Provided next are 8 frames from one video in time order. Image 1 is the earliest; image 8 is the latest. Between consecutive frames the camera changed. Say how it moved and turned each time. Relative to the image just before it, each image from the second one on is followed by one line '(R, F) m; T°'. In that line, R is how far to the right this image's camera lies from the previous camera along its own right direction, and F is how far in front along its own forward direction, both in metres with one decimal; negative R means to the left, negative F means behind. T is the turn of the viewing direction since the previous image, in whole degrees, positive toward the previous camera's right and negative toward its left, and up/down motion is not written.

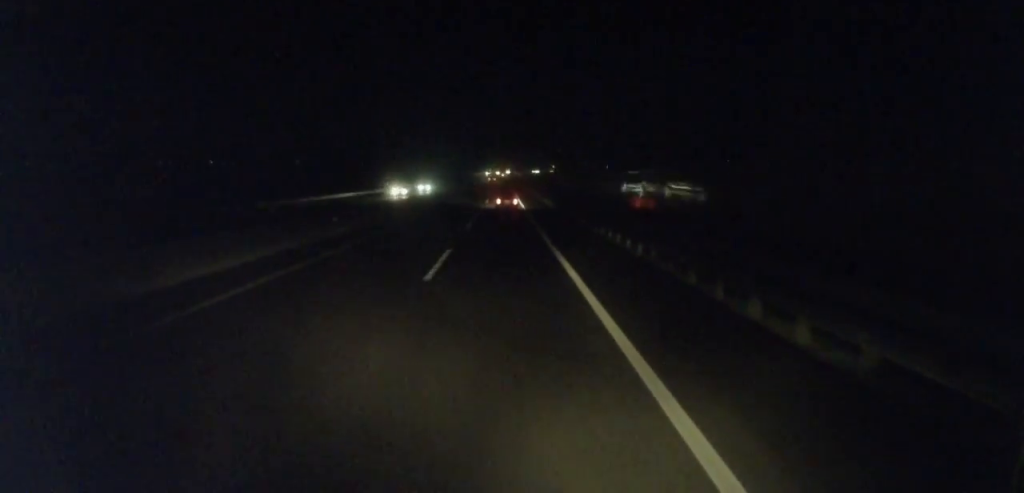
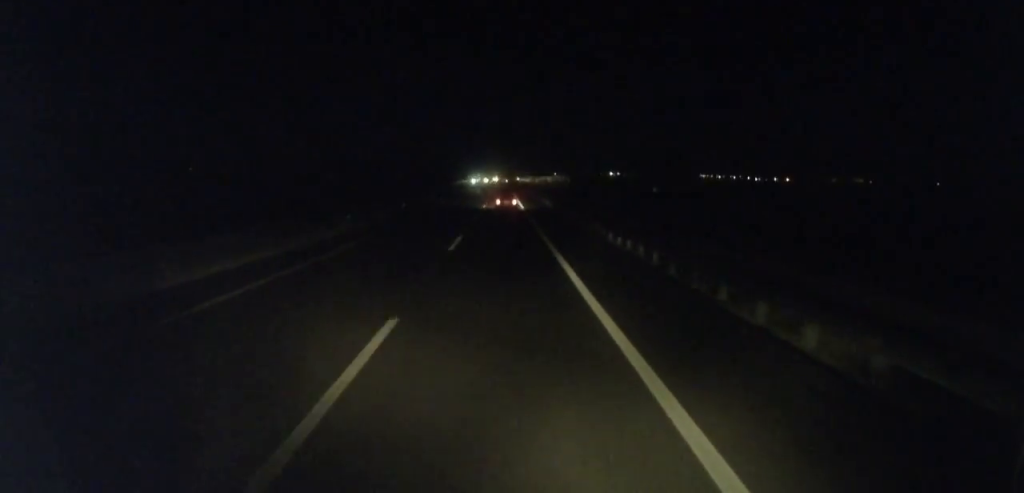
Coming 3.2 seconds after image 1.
(+0.5, +78.1) m; +1°
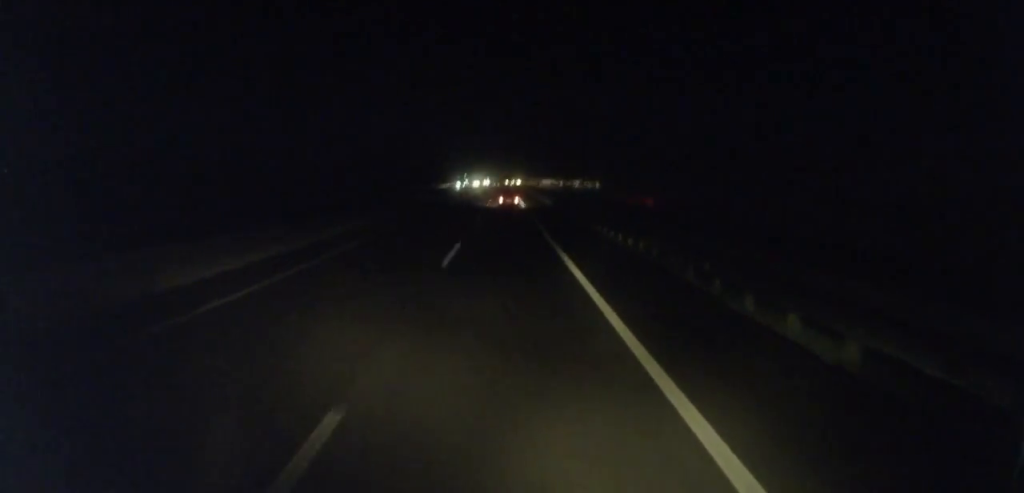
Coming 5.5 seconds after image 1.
(0.0, +54.9) m; +1°
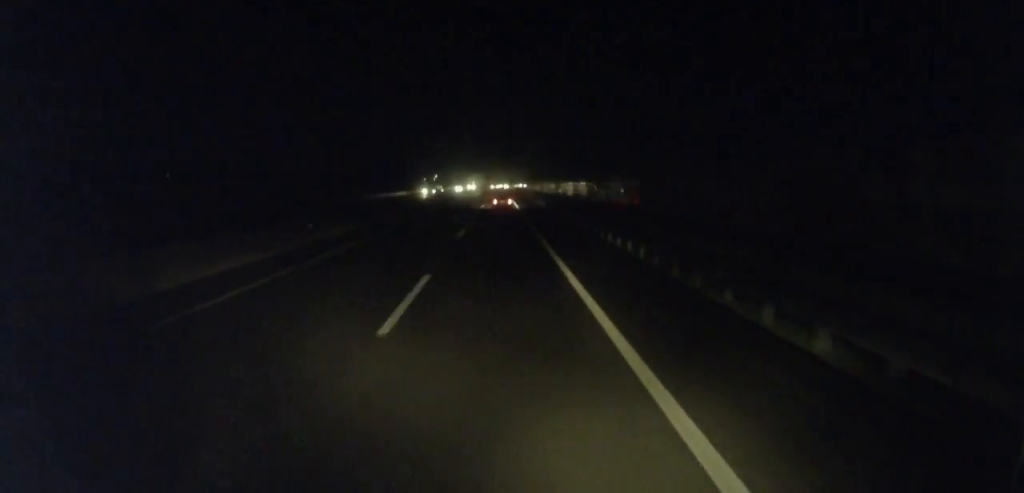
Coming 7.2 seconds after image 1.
(-0.5, +42.0) m; +1°
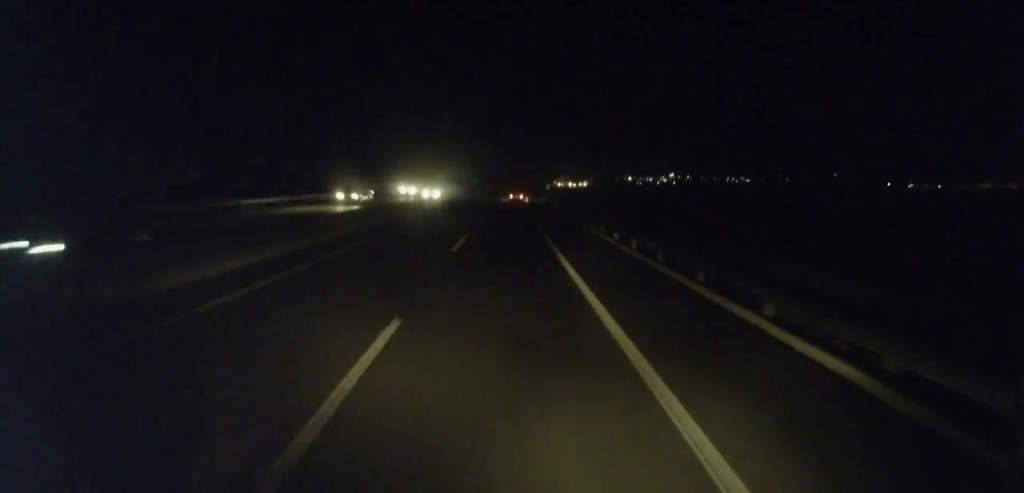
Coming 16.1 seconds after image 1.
(+8.5, +212.2) m; +2°
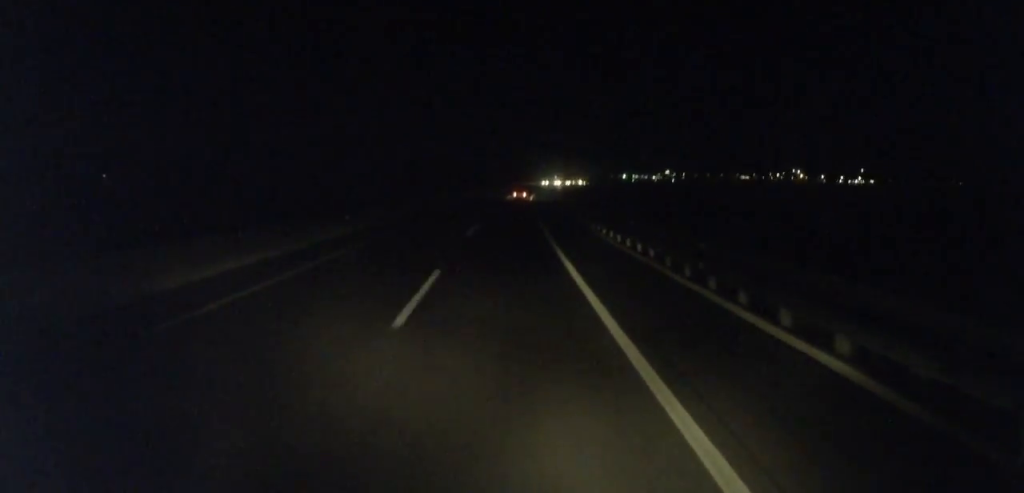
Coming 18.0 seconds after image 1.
(-0.9, +44.0) m; 0°
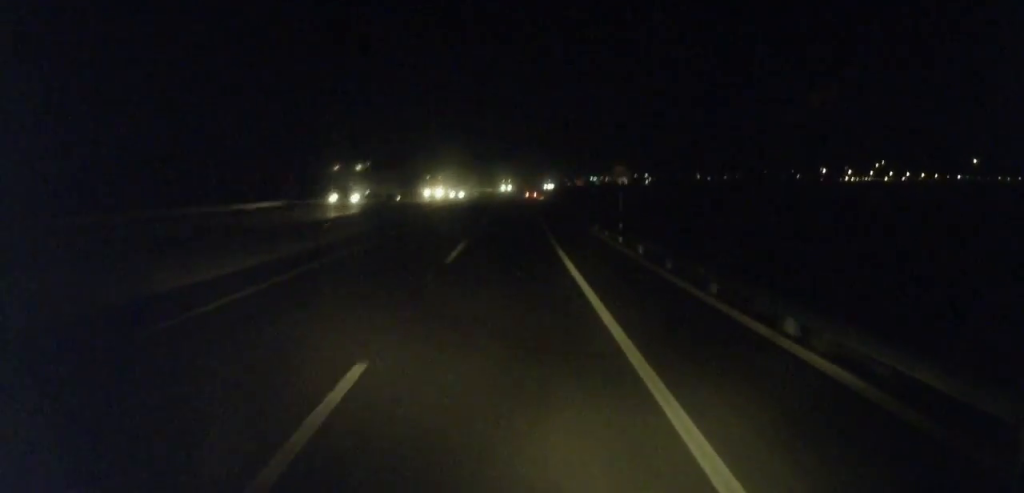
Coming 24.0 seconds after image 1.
(+3.8, +140.2) m; +4°
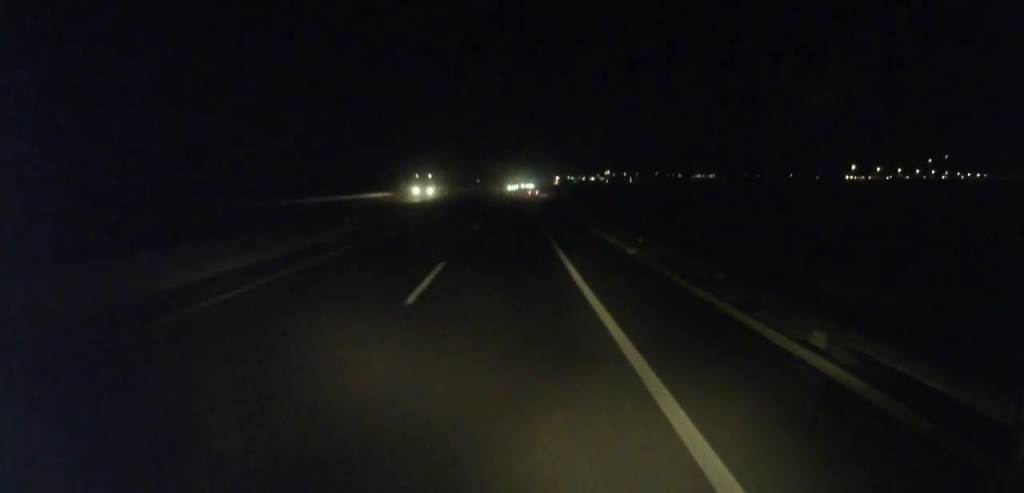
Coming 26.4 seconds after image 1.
(+1.9, +55.8) m; +2°
